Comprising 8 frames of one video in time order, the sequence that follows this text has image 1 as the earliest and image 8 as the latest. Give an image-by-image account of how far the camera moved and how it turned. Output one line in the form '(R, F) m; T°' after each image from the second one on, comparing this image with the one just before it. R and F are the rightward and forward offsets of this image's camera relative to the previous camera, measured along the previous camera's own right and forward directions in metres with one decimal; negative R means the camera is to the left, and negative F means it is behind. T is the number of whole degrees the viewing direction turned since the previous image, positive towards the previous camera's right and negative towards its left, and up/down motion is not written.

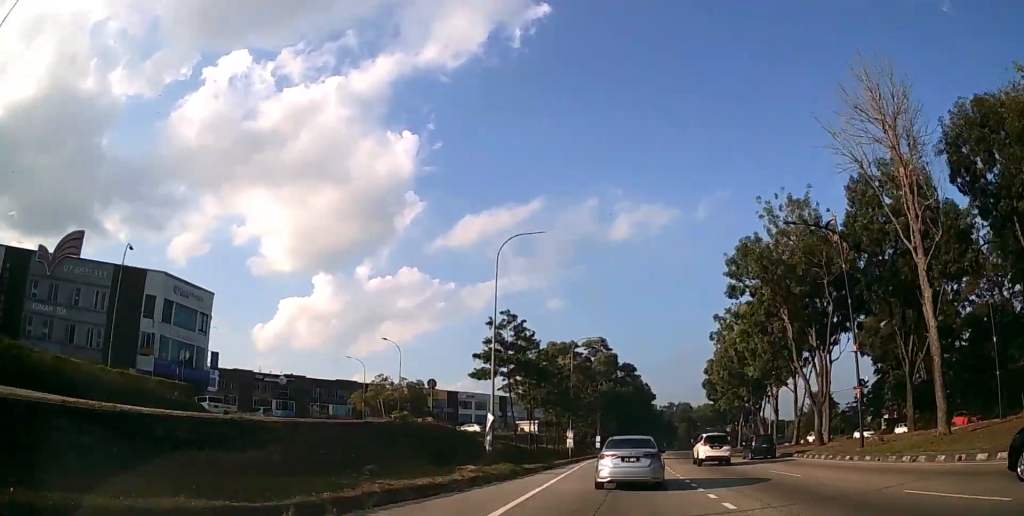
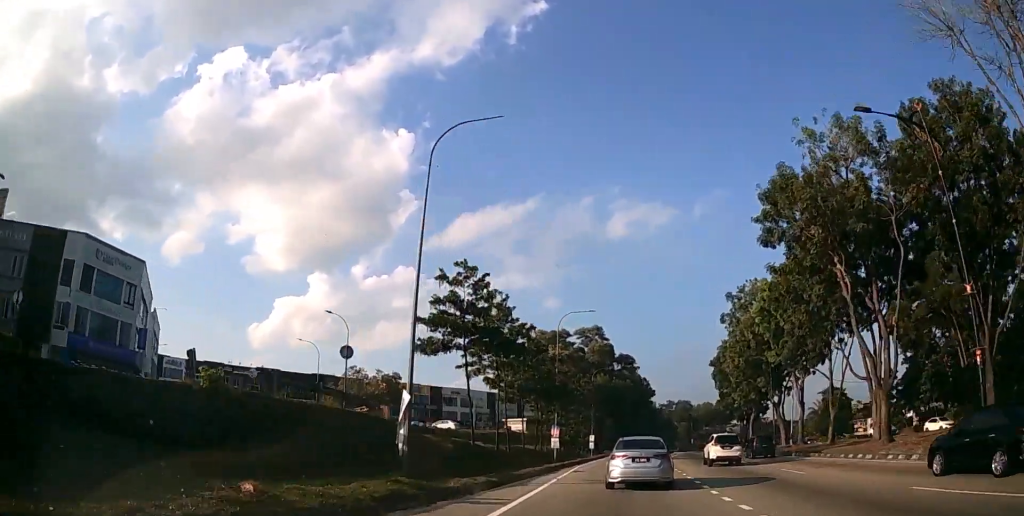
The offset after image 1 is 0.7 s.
(0.0, +11.2) m; +1°
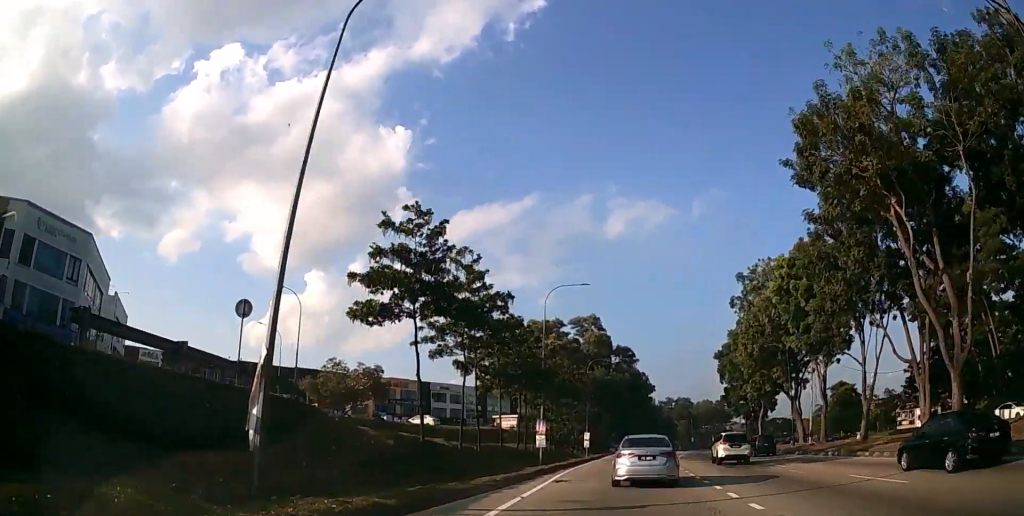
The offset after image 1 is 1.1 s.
(0.0, +7.1) m; +1°
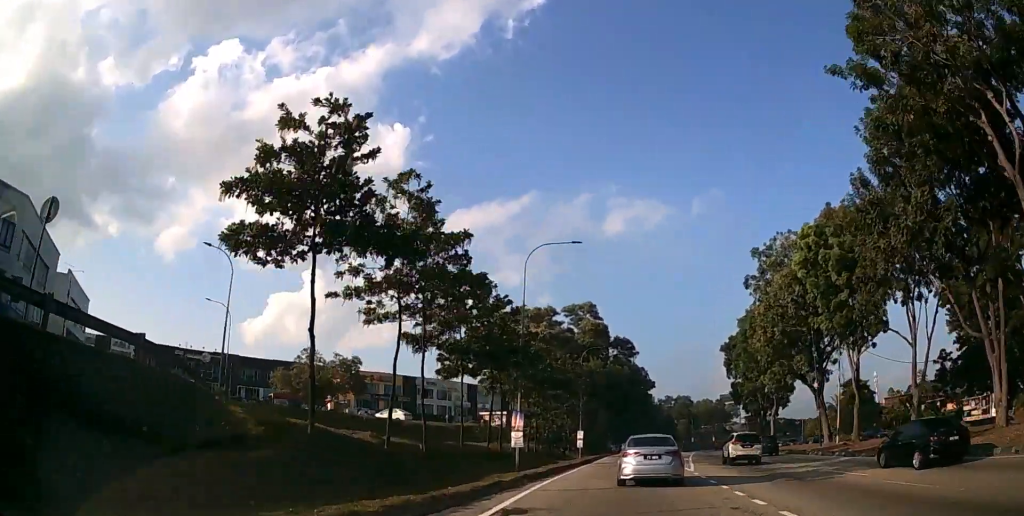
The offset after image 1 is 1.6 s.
(+0.1, +7.7) m; +1°
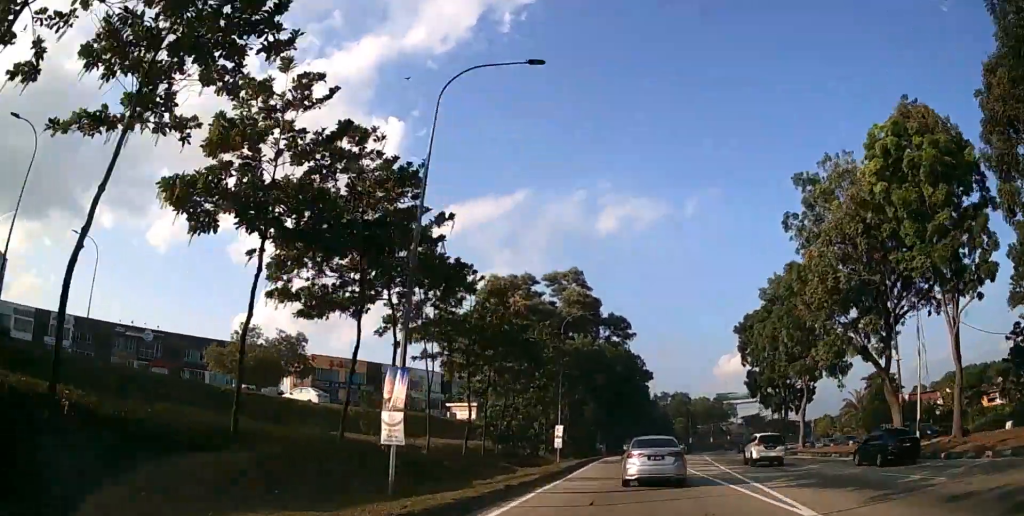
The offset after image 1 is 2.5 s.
(+0.1, +15.8) m; +1°
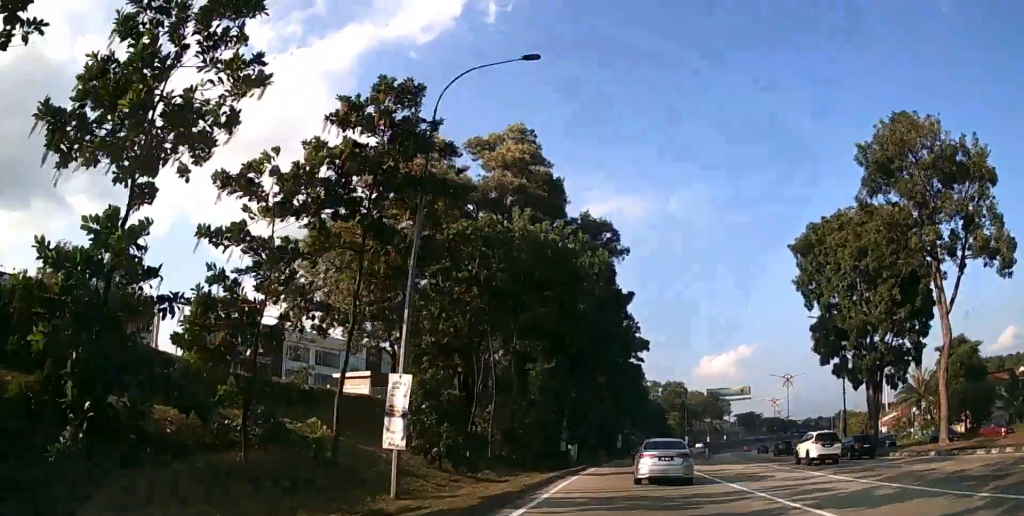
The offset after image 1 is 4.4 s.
(+0.3, +31.9) m; +1°
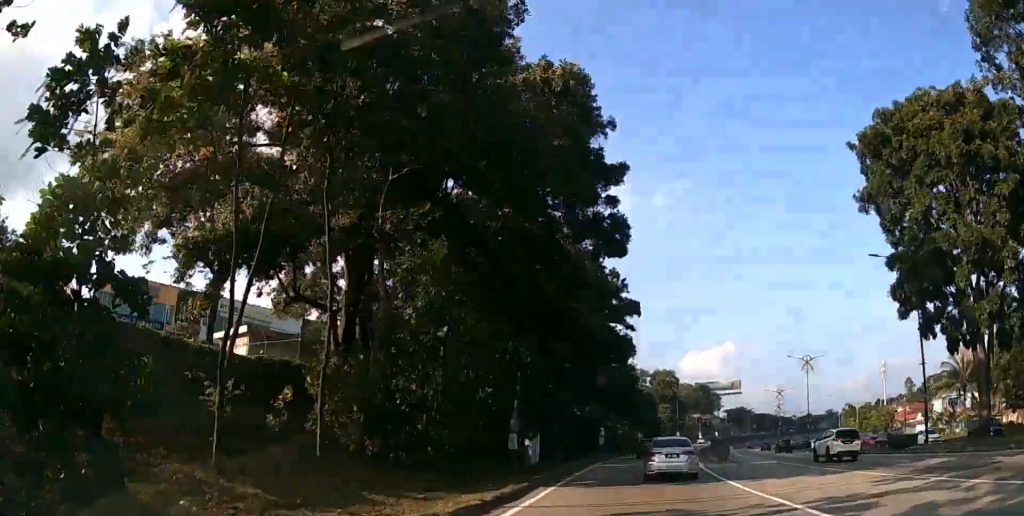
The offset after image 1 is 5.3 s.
(+0.1, +16.7) m; +1°
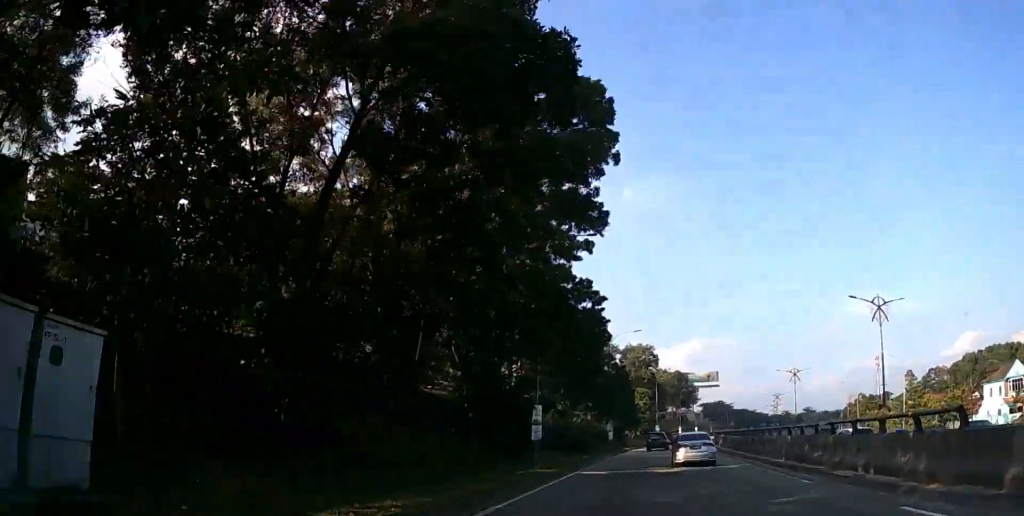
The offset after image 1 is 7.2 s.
(+0.7, +30.7) m; +3°
